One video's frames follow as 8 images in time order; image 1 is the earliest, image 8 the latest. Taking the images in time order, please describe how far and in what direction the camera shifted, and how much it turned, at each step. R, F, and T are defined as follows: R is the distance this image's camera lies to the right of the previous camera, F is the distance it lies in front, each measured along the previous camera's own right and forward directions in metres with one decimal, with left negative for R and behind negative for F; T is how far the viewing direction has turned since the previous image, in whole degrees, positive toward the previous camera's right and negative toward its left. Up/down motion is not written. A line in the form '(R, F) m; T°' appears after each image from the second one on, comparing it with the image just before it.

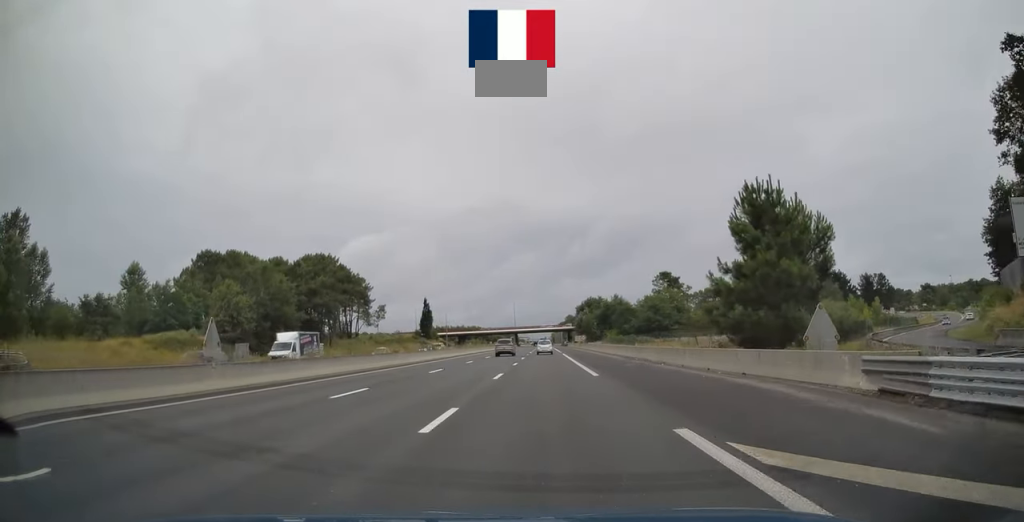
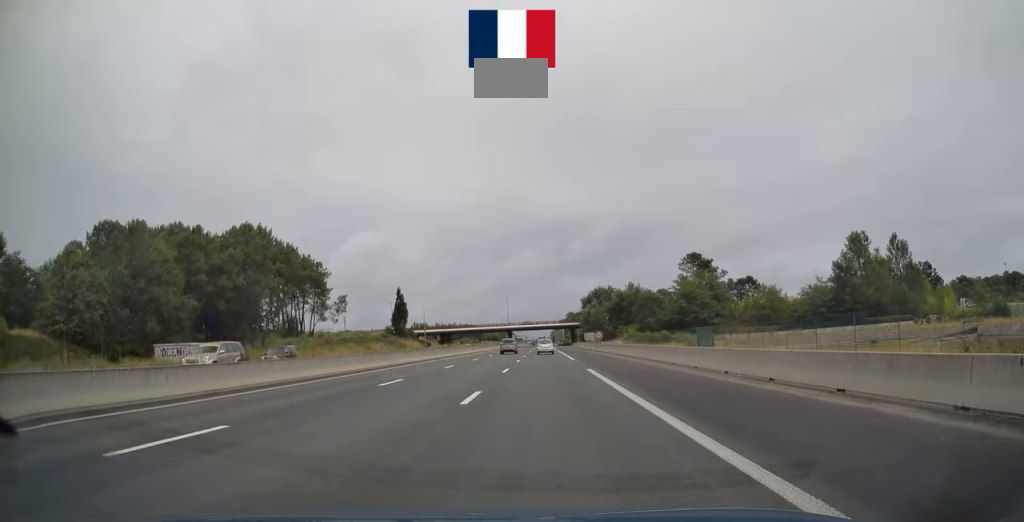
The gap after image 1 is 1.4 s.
(-0.1, +35.1) m; 0°
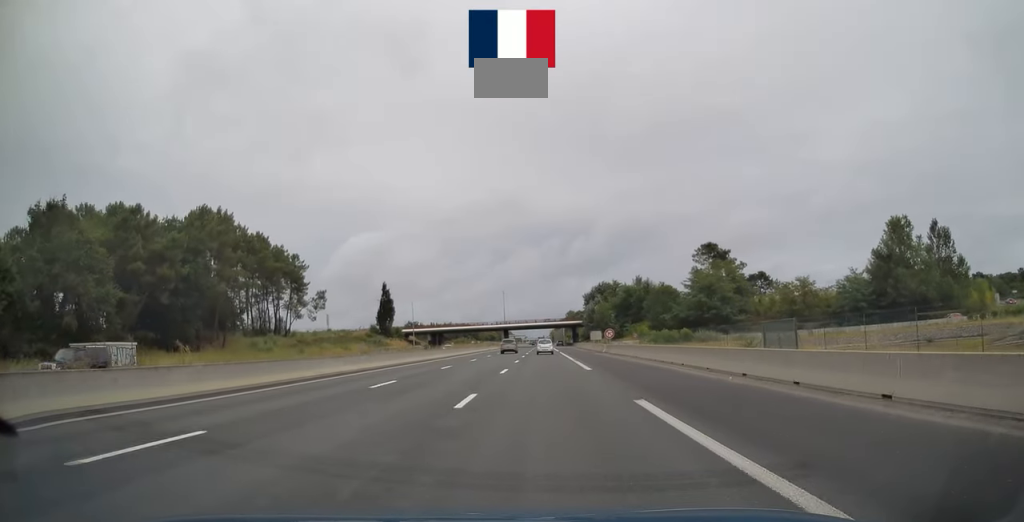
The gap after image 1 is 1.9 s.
(0.0, +13.8) m; 0°
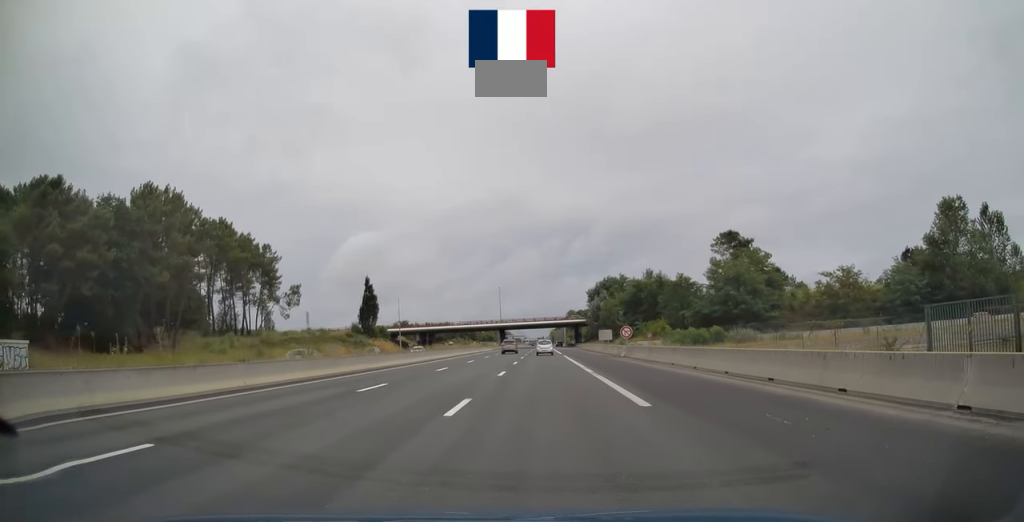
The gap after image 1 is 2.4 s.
(0.0, +14.3) m; 0°
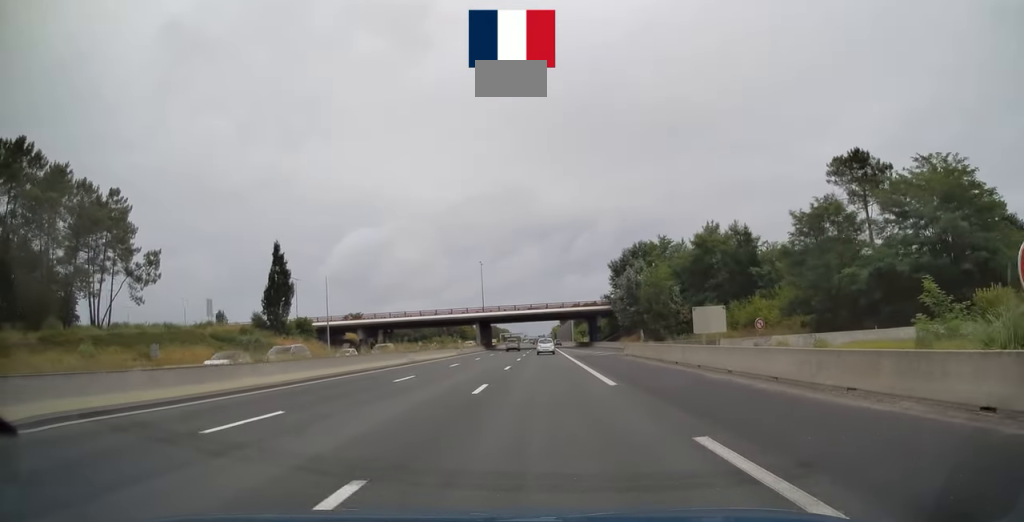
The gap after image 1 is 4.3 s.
(+0.2, +47.6) m; 0°
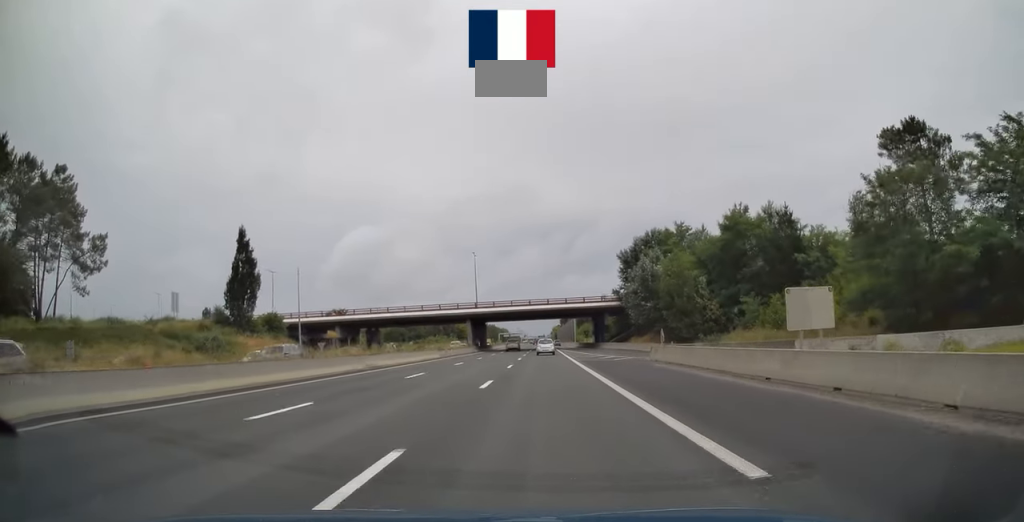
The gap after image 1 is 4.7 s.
(0.0, +11.3) m; 0°
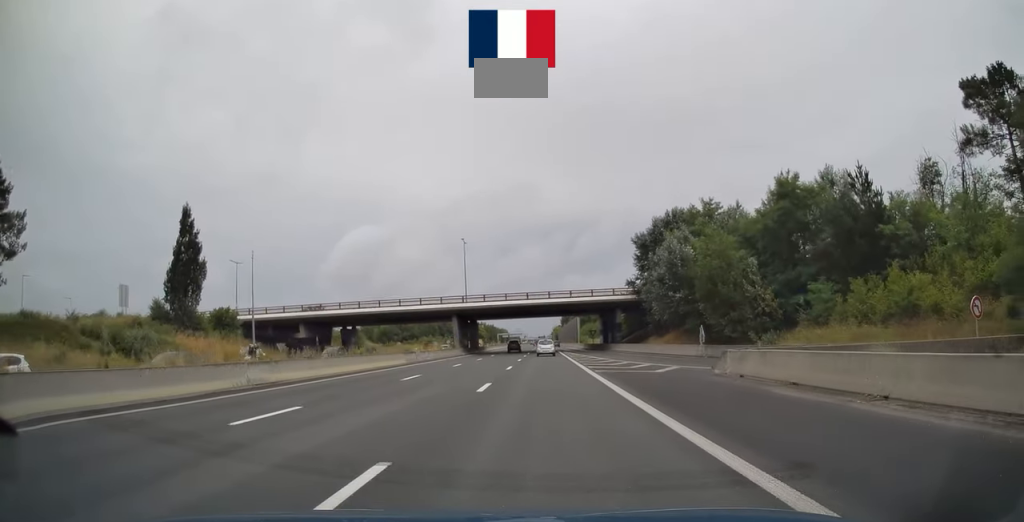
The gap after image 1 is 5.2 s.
(-0.1, +13.8) m; 0°
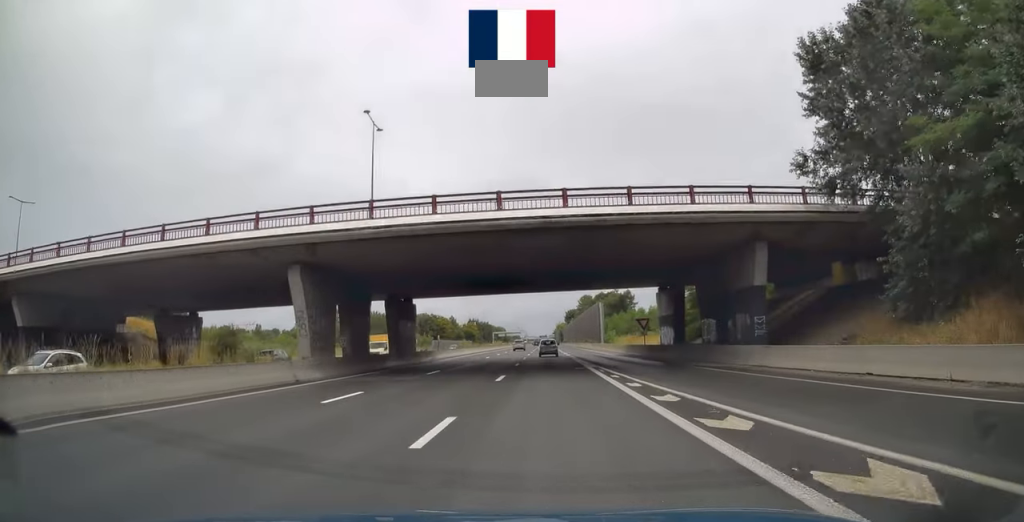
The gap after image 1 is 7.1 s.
(-0.1, +48.1) m; 0°
